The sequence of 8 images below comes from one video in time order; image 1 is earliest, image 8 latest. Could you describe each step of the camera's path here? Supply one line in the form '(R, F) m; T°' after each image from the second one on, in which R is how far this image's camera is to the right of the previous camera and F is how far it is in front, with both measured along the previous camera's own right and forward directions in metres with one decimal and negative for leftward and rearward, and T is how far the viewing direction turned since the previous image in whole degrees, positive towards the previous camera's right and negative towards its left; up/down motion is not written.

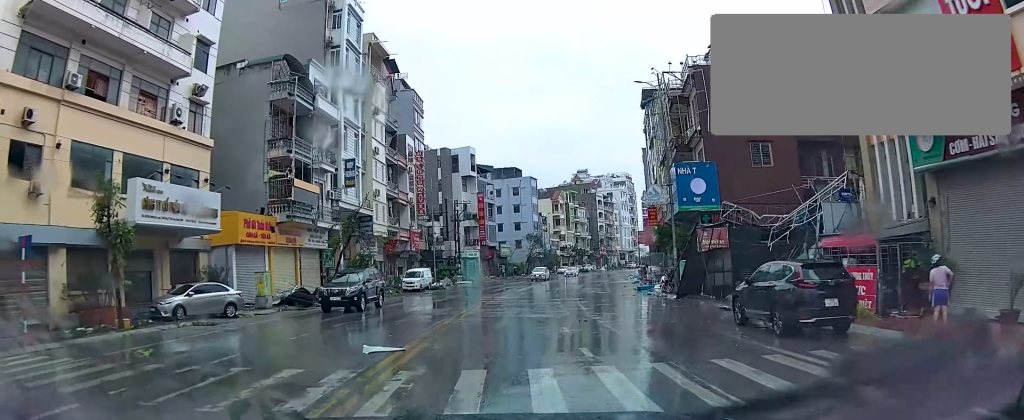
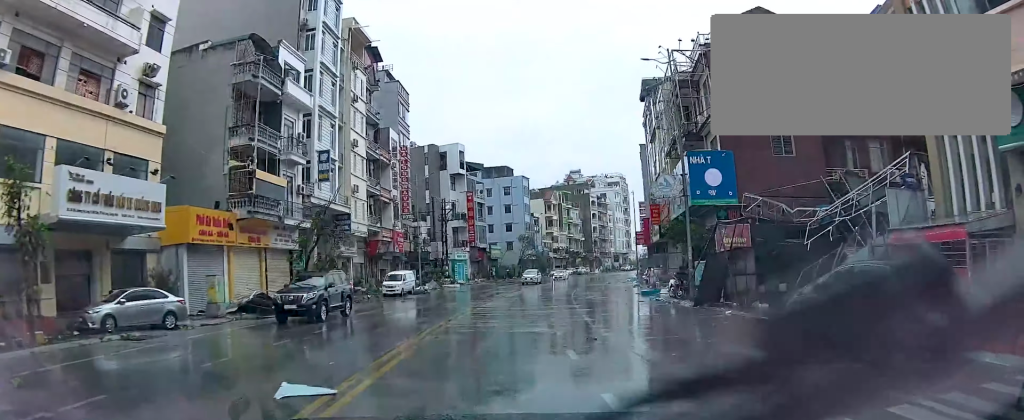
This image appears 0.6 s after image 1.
(+0.1, +4.2) m; 0°
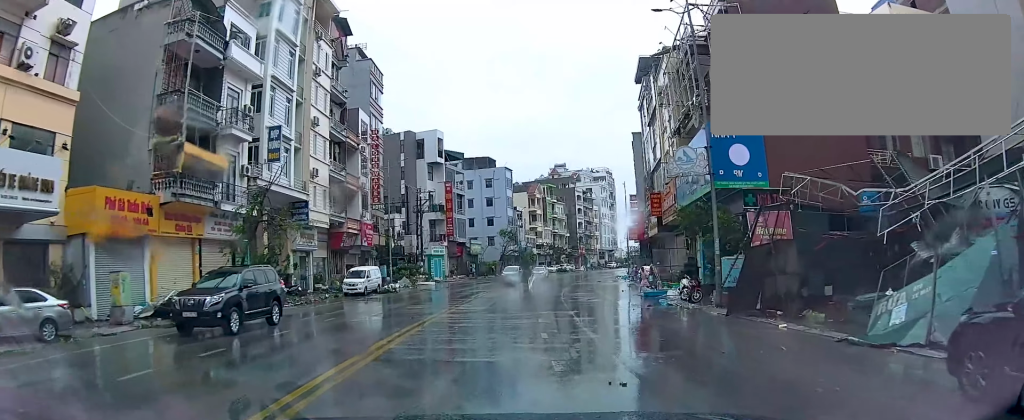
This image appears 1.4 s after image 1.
(0.0, +5.8) m; -1°
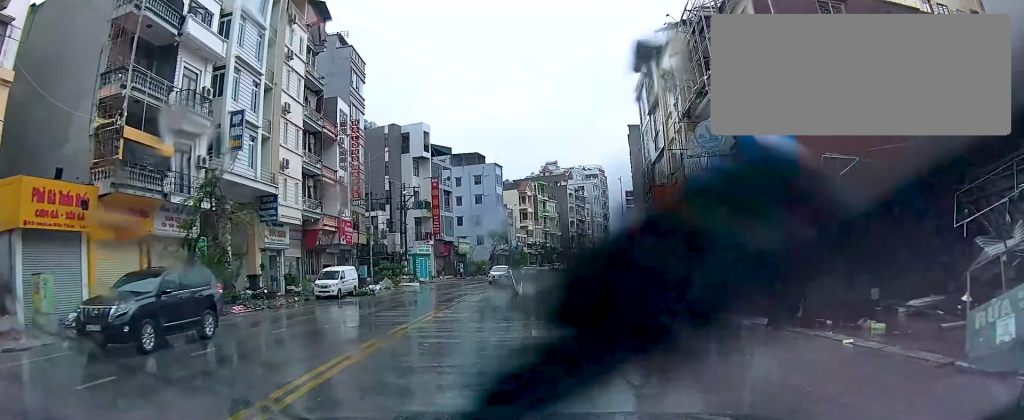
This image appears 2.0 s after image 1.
(0.0, +3.7) m; -1°
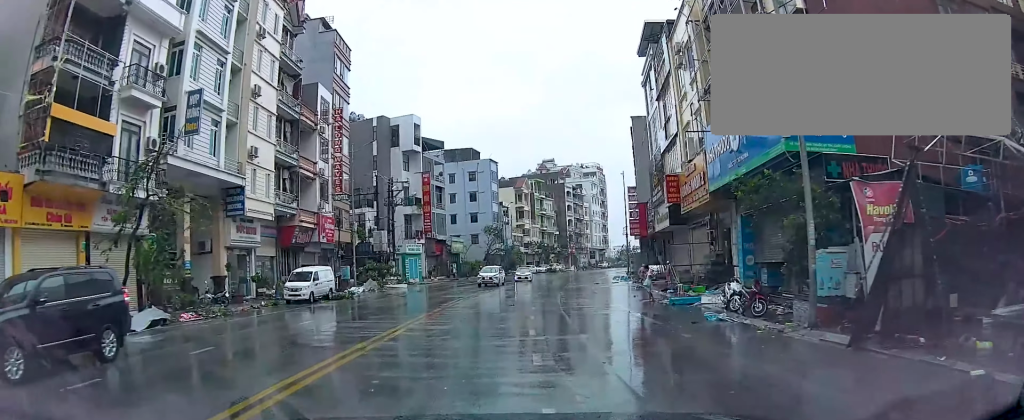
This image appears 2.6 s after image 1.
(0.0, +4.1) m; 0°
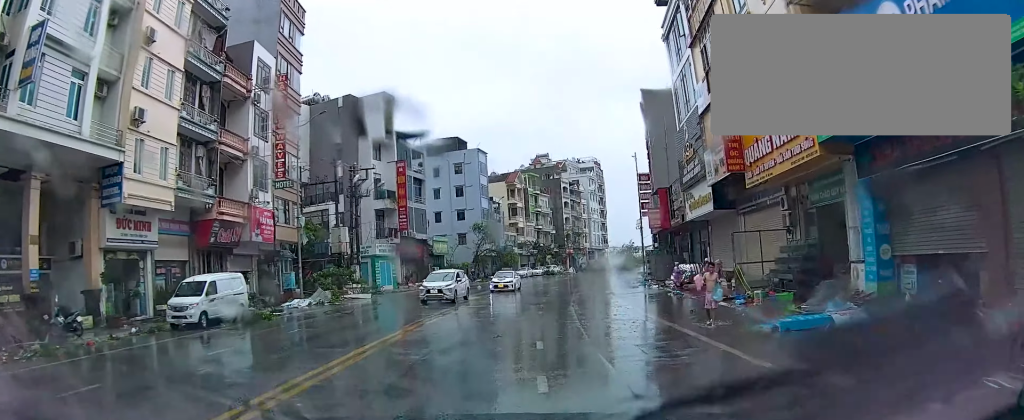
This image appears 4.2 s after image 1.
(+0.1, +10.8) m; +2°
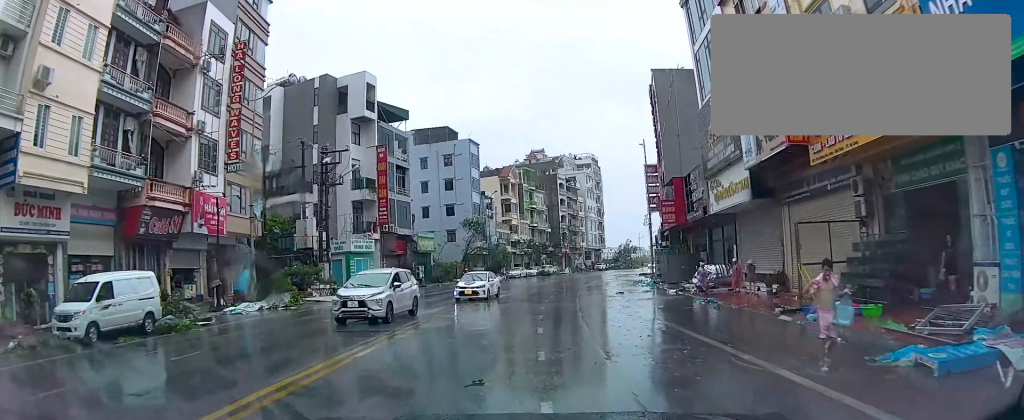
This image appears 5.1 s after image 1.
(+0.1, +6.0) m; +1°
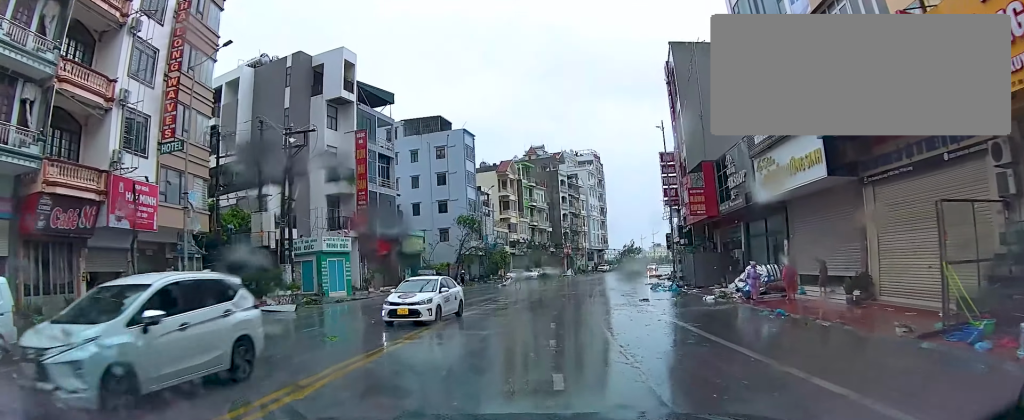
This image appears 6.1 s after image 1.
(0.0, +6.6) m; +5°
